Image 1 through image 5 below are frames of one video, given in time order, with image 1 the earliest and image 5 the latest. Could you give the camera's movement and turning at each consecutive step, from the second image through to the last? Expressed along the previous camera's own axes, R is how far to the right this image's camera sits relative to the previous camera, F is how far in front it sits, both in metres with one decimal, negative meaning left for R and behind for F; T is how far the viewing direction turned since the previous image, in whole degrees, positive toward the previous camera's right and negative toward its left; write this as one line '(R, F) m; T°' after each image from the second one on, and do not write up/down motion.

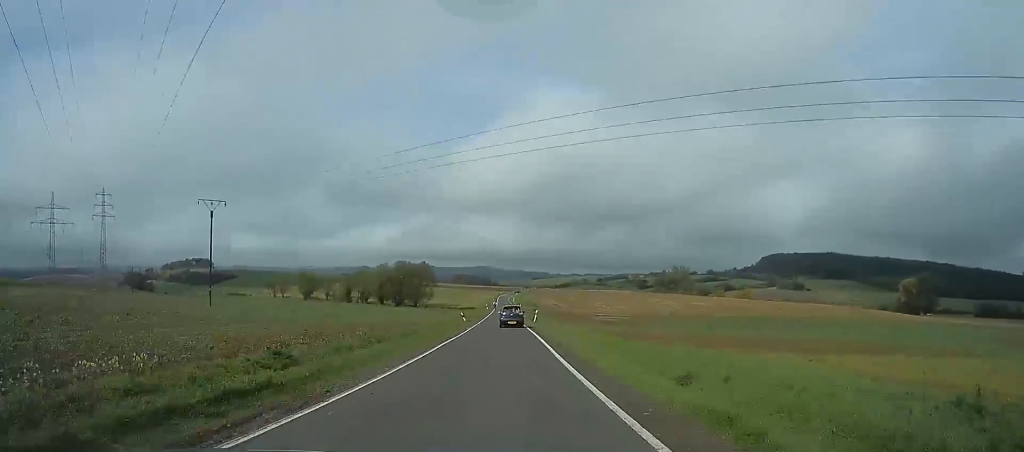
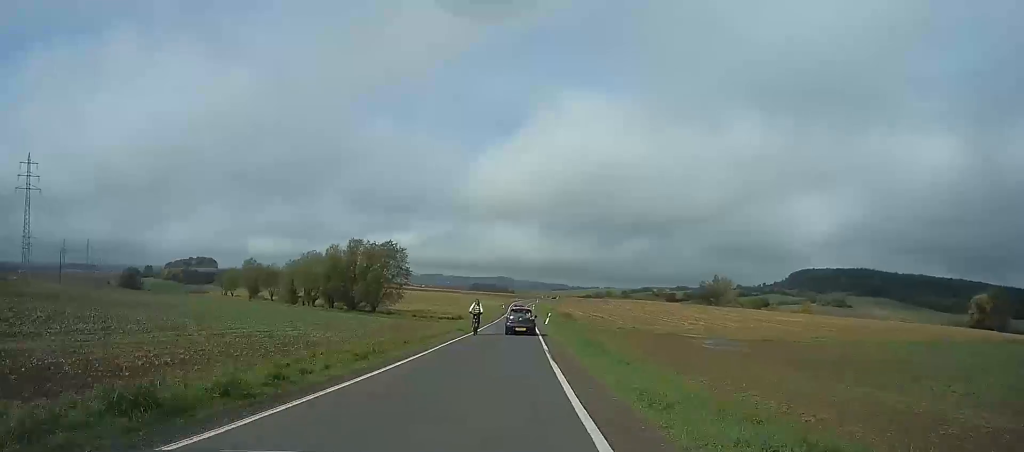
(0.0, +45.5) m; 0°
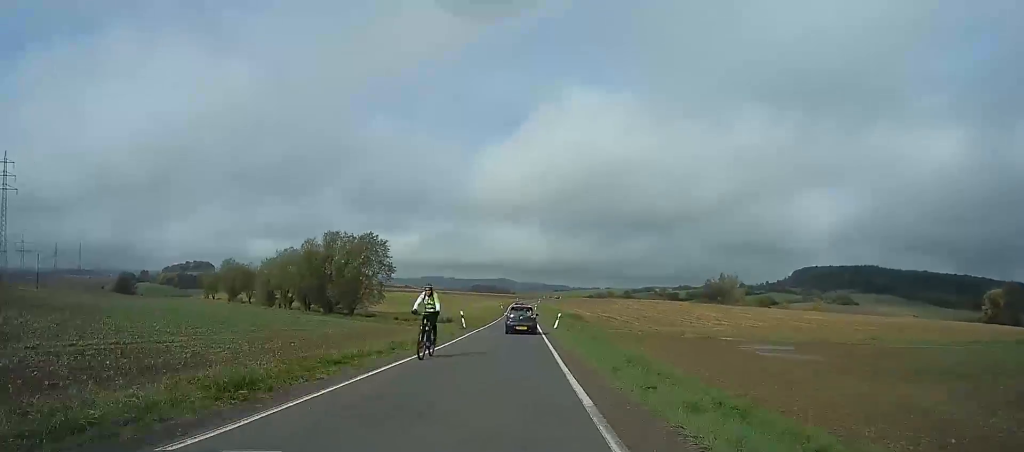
(0.0, +9.8) m; 0°
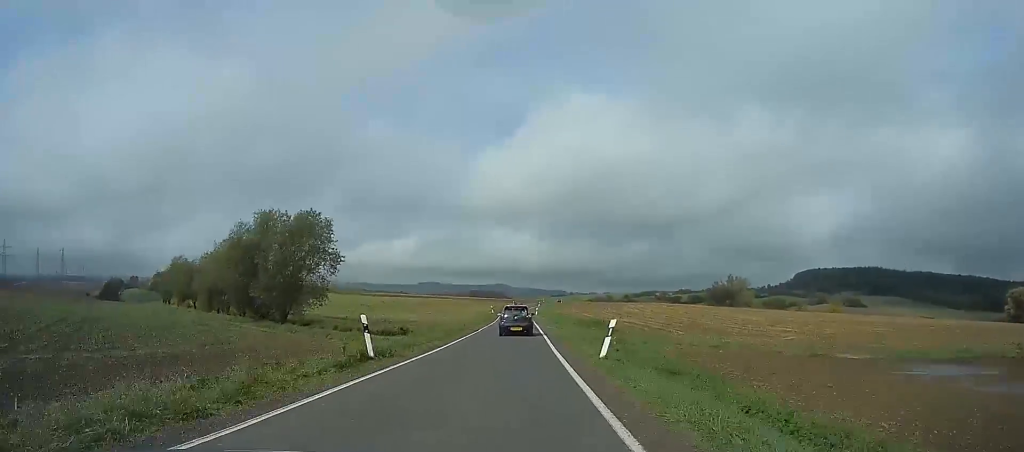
(0.0, +17.9) m; 0°
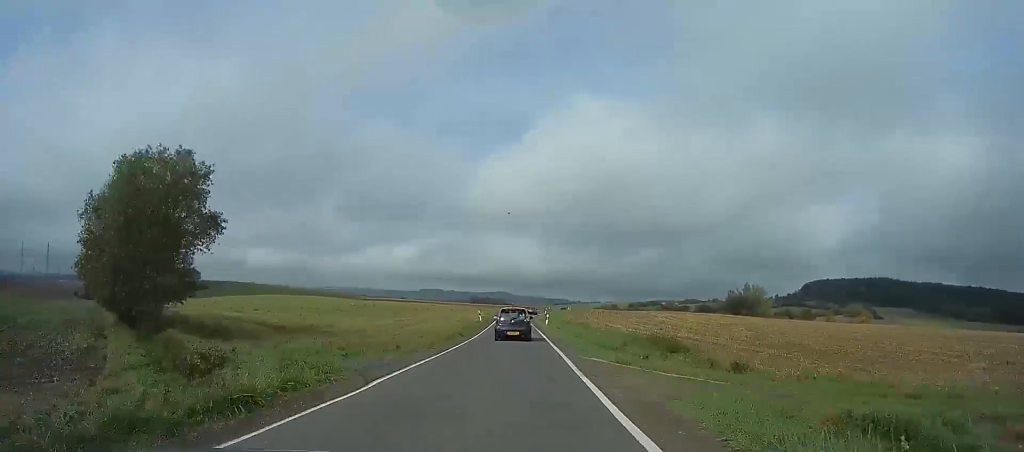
(0.0, +20.2) m; 0°
